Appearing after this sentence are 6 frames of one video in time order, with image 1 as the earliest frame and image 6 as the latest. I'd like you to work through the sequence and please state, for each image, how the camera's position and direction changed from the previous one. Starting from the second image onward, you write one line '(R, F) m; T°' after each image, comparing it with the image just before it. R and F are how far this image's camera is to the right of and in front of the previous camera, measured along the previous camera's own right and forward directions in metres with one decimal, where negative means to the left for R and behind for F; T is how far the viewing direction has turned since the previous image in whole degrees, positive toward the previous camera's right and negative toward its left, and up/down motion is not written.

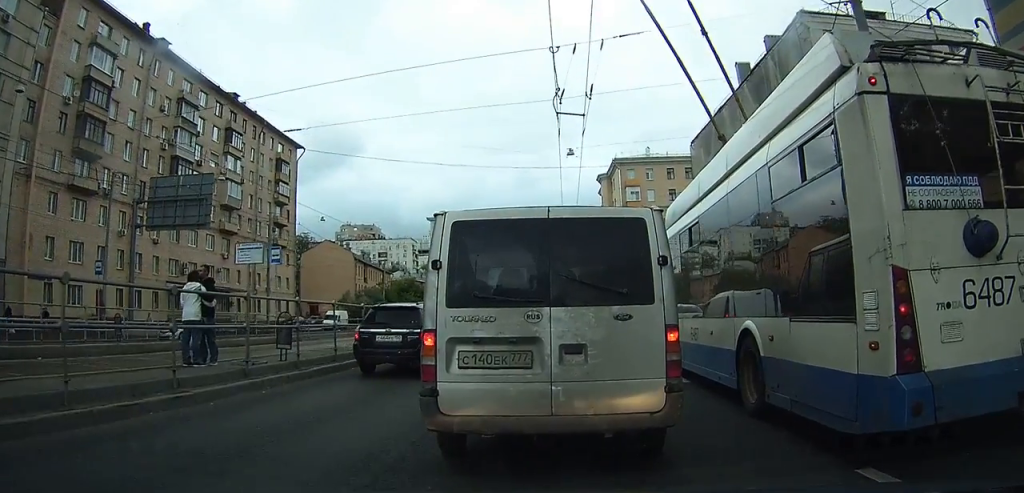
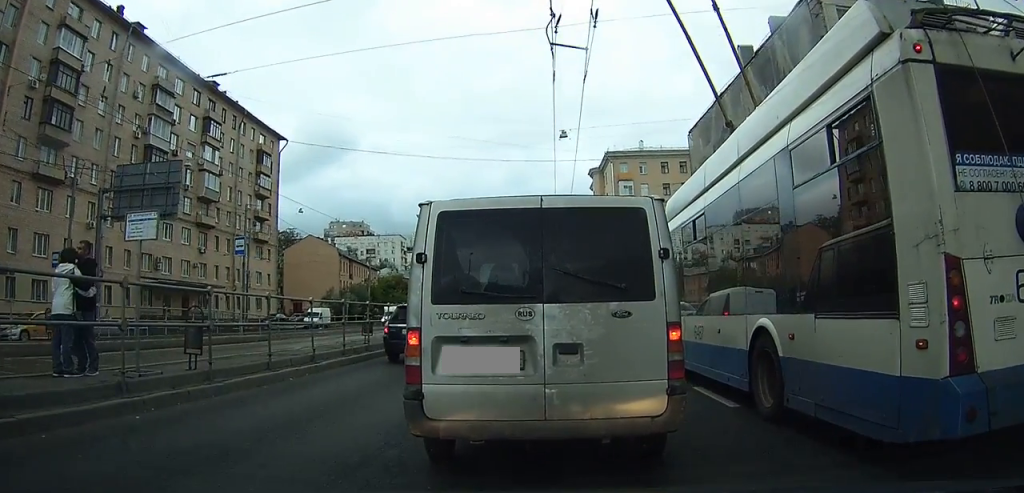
(0.0, +2.7) m; 0°
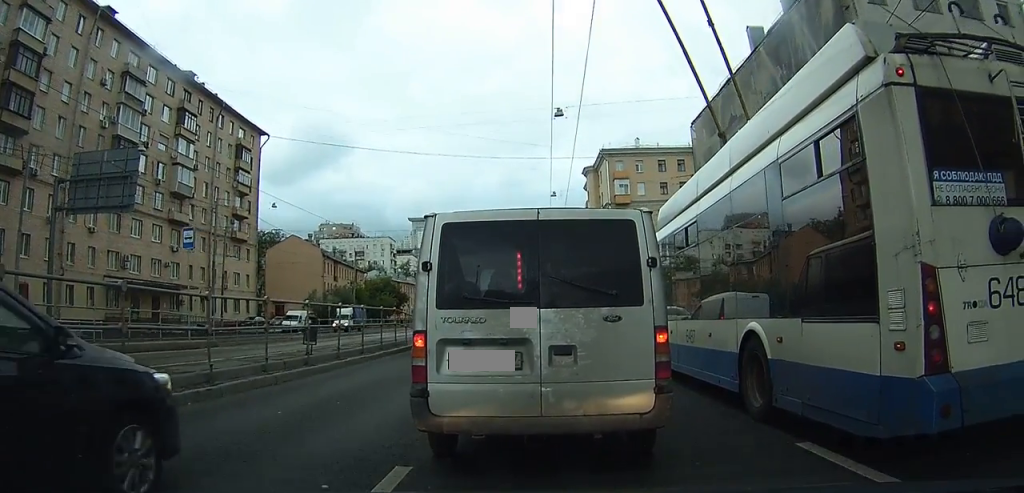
(0.0, +4.0) m; -1°
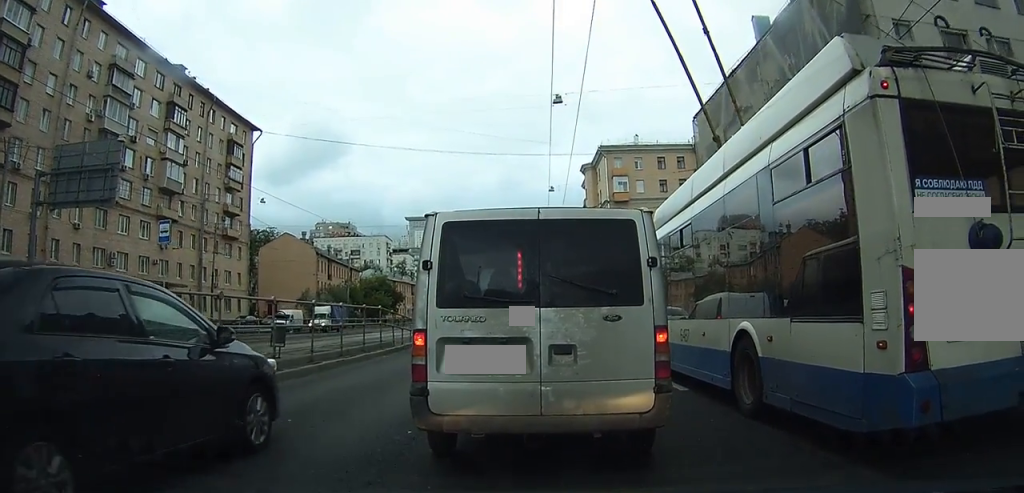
(0.0, +1.5) m; -1°
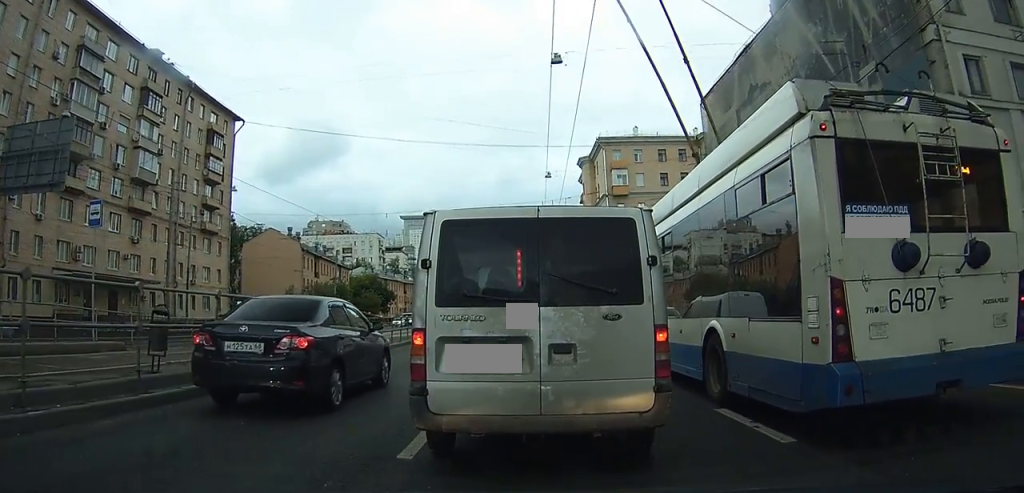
(-0.2, +3.9) m; -2°
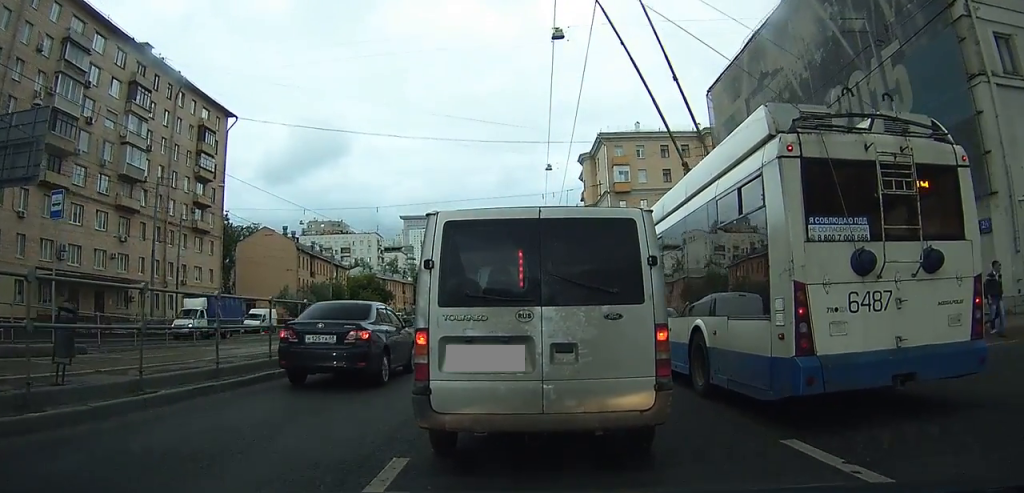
(0.0, +2.0) m; +2°
